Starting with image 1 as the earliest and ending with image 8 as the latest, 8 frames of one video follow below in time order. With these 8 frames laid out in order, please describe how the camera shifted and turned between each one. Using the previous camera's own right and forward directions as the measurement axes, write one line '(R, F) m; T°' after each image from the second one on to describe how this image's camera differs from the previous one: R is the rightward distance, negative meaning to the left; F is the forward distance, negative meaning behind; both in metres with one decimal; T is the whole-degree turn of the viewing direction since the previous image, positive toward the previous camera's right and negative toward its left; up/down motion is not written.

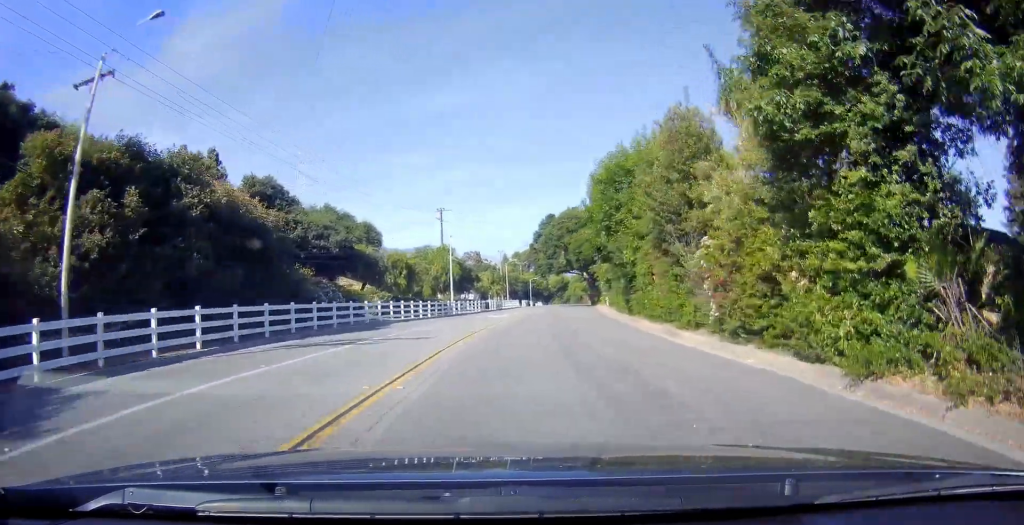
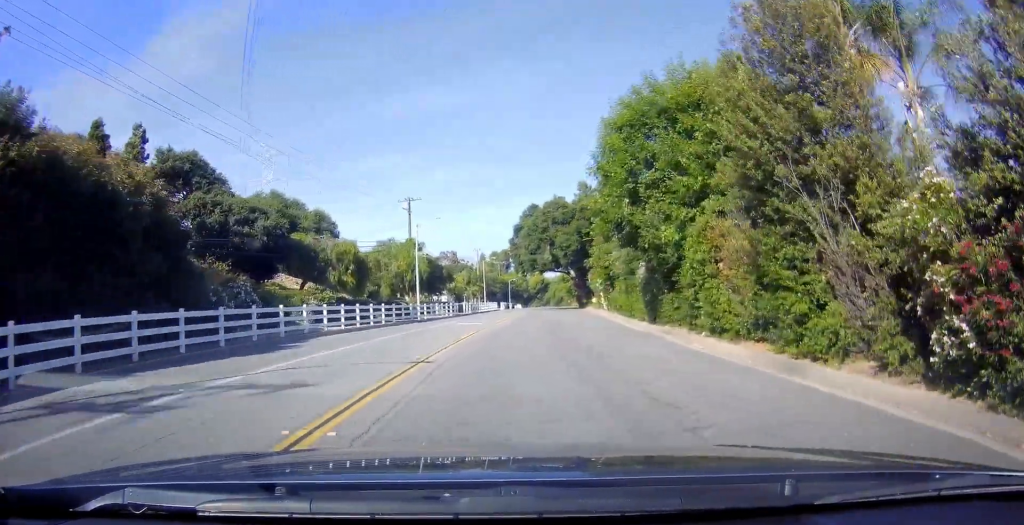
(+0.1, +9.9) m; +2°
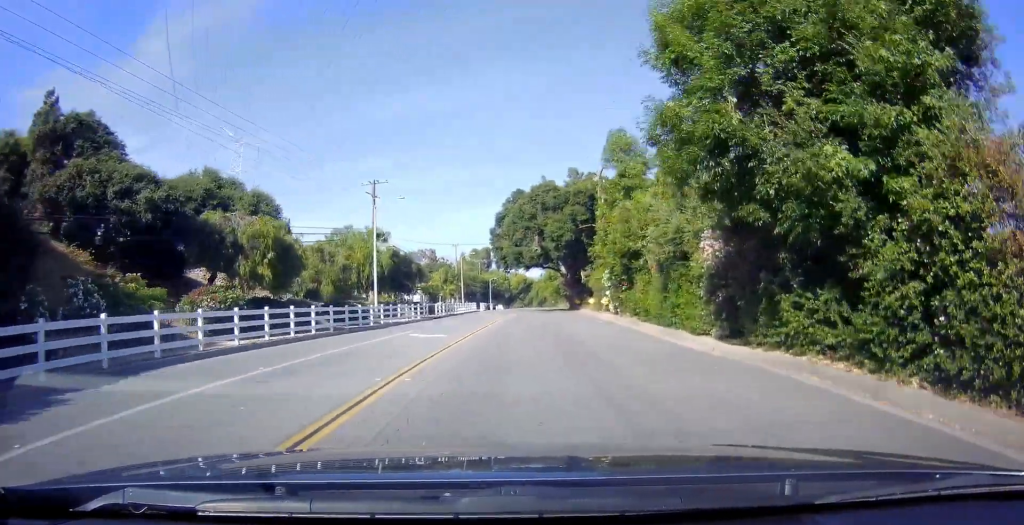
(0.0, +11.2) m; +3°
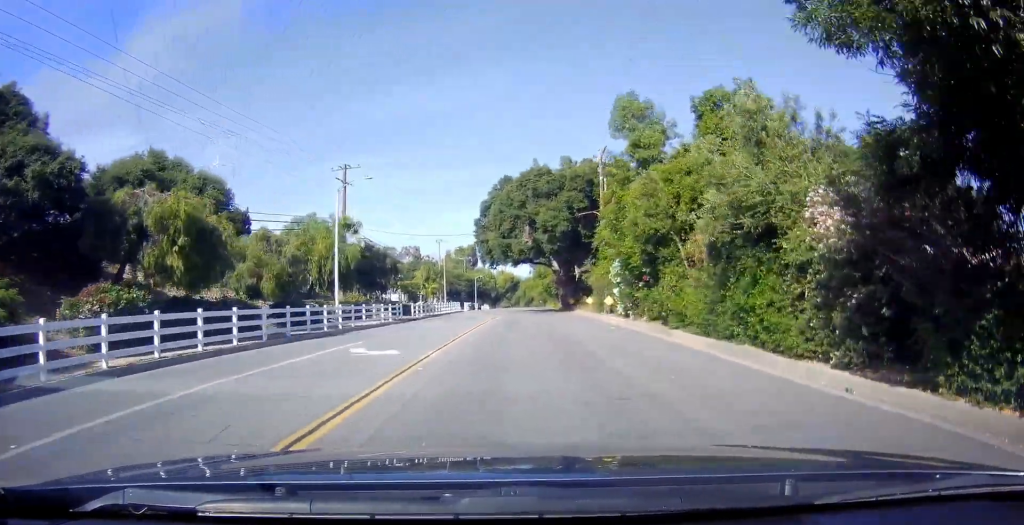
(+0.4, +6.9) m; +1°
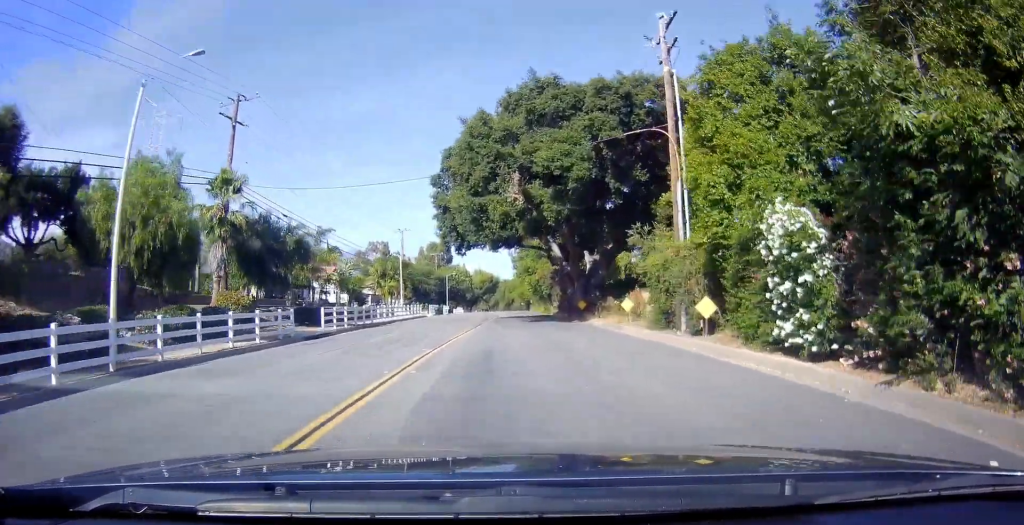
(+0.1, +21.9) m; +1°
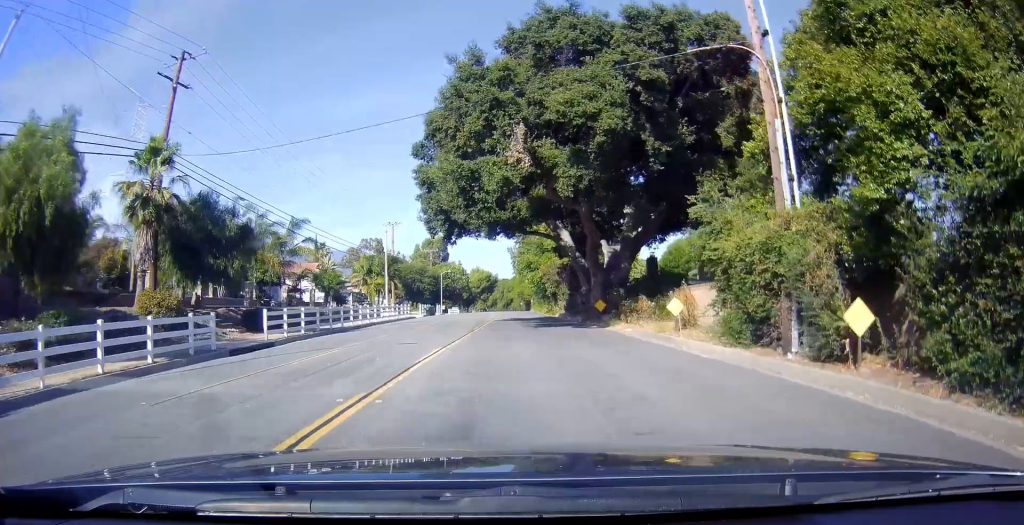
(+0.1, +7.5) m; +1°
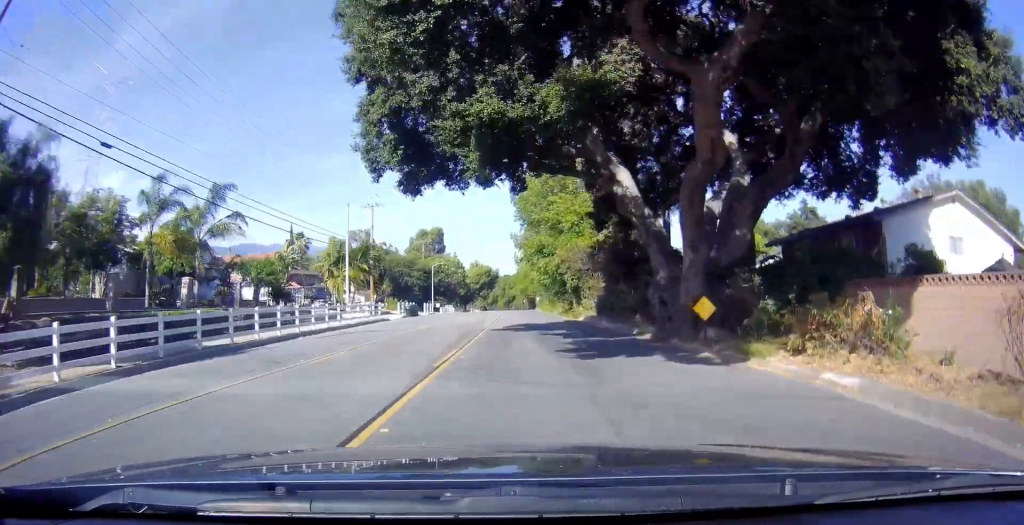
(+0.5, +15.5) m; +2°
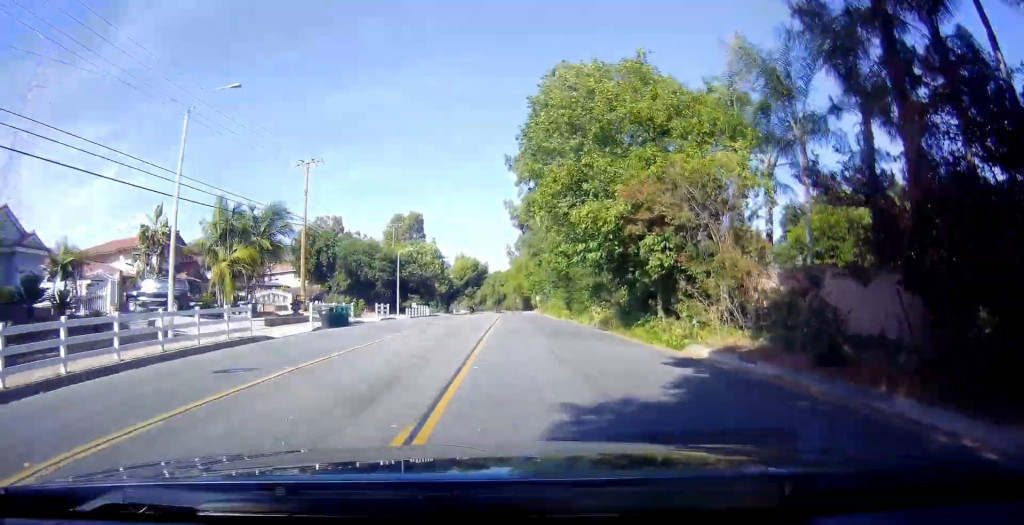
(+0.4, +23.4) m; 0°
